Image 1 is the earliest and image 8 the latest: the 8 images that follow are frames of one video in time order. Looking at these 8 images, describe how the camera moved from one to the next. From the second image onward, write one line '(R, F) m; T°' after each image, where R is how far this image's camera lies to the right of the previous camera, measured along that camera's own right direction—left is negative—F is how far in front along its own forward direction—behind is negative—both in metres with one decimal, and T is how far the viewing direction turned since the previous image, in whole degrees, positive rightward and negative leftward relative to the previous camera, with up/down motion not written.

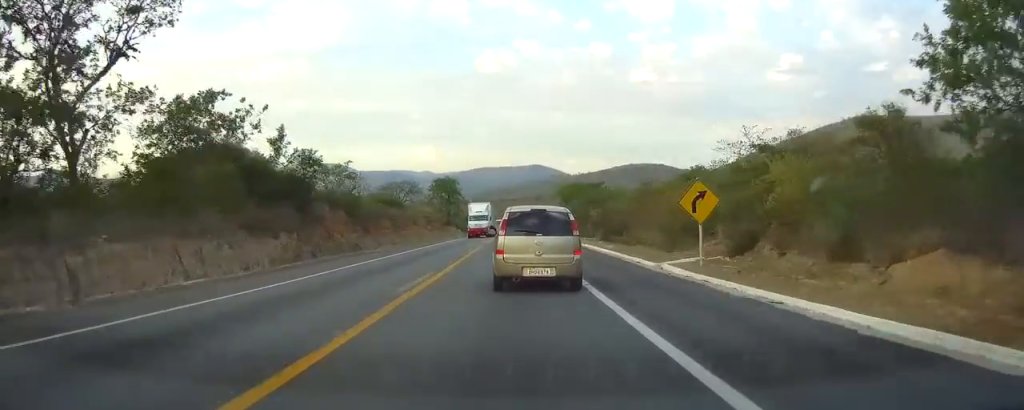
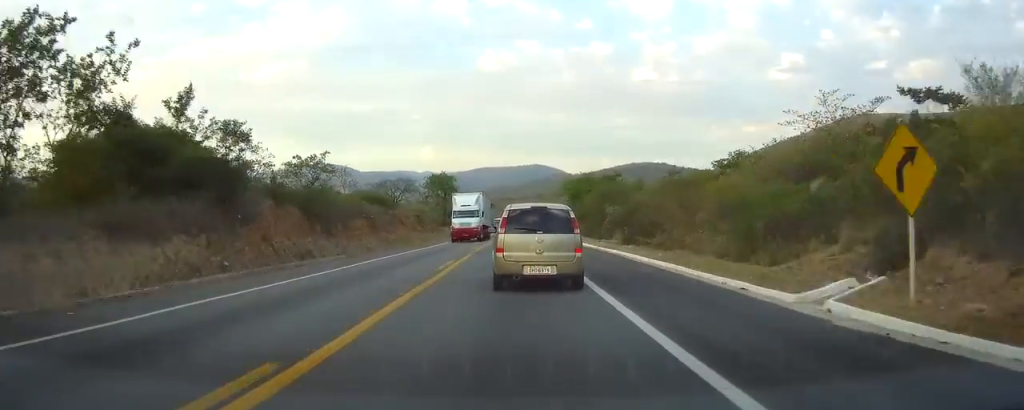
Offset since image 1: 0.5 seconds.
(-0.1, +11.8) m; 0°
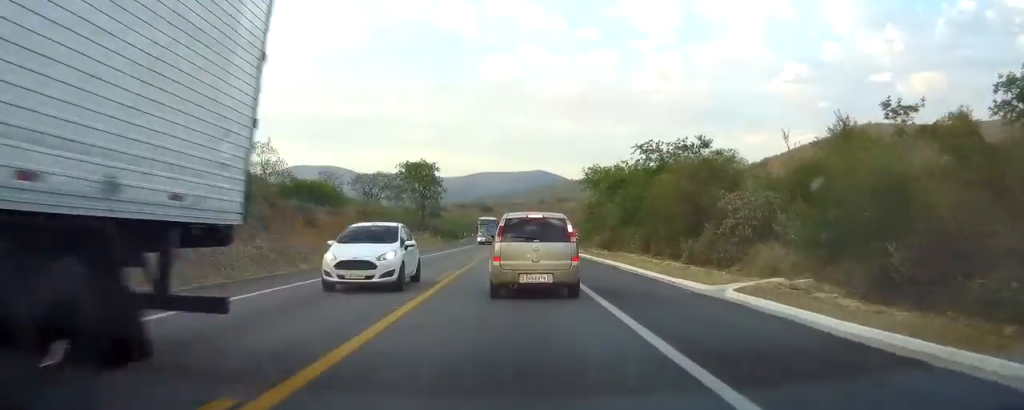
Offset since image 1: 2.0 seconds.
(-0.2, +35.3) m; -1°
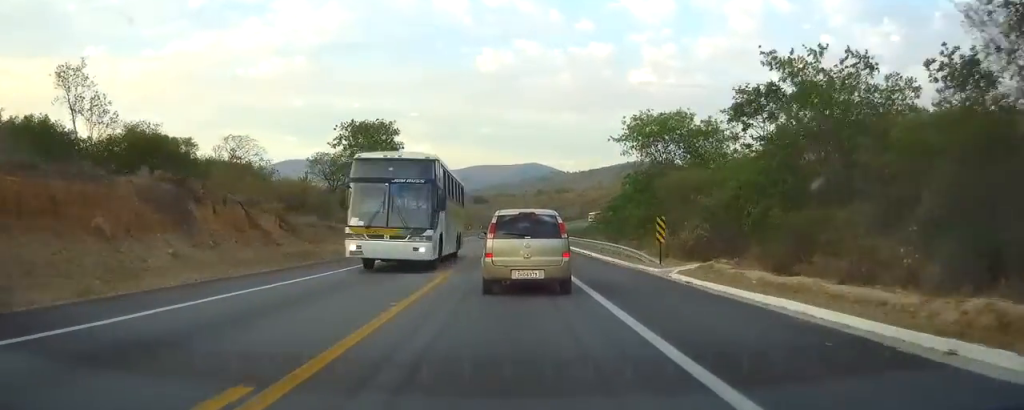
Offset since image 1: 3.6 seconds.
(+0.2, +35.0) m; 0°
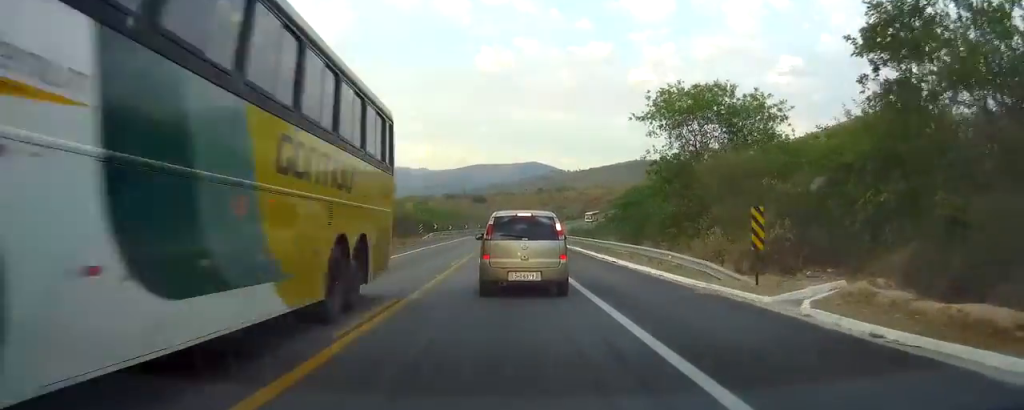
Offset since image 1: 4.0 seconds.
(0.0, +10.0) m; 0°
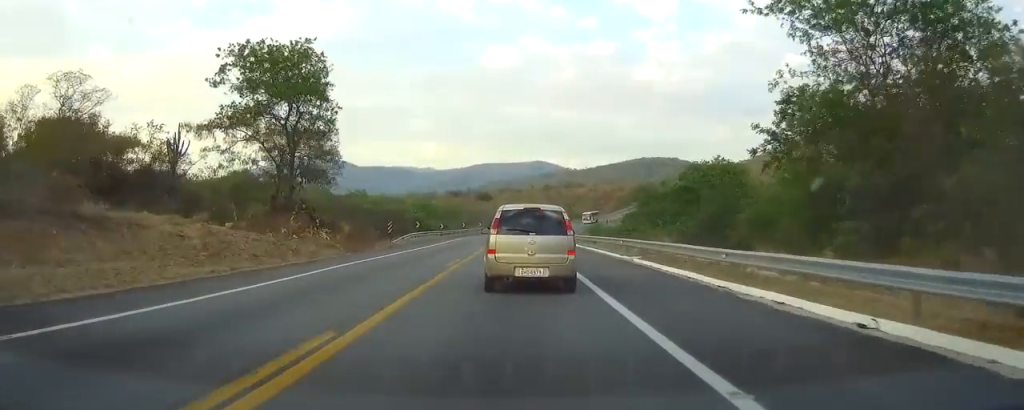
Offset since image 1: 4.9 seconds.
(-0.1, +21.7) m; 0°
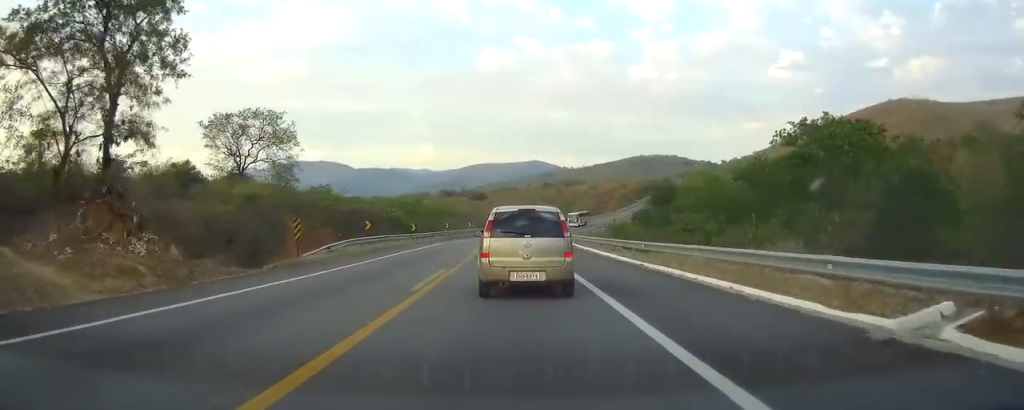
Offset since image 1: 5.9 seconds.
(0.0, +21.9) m; 0°
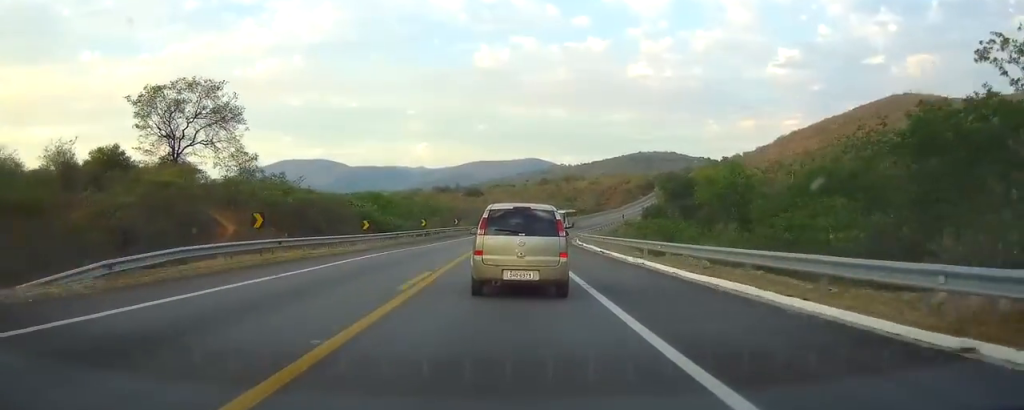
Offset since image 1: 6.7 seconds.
(+0.1, +19.6) m; 0°
